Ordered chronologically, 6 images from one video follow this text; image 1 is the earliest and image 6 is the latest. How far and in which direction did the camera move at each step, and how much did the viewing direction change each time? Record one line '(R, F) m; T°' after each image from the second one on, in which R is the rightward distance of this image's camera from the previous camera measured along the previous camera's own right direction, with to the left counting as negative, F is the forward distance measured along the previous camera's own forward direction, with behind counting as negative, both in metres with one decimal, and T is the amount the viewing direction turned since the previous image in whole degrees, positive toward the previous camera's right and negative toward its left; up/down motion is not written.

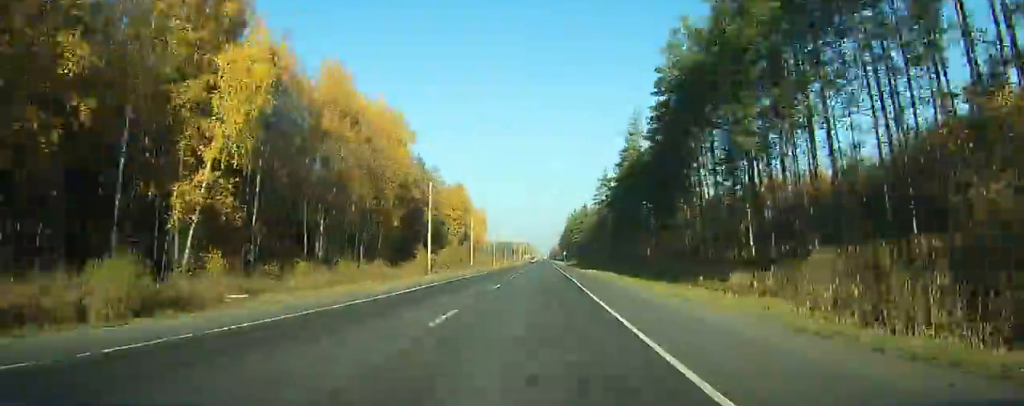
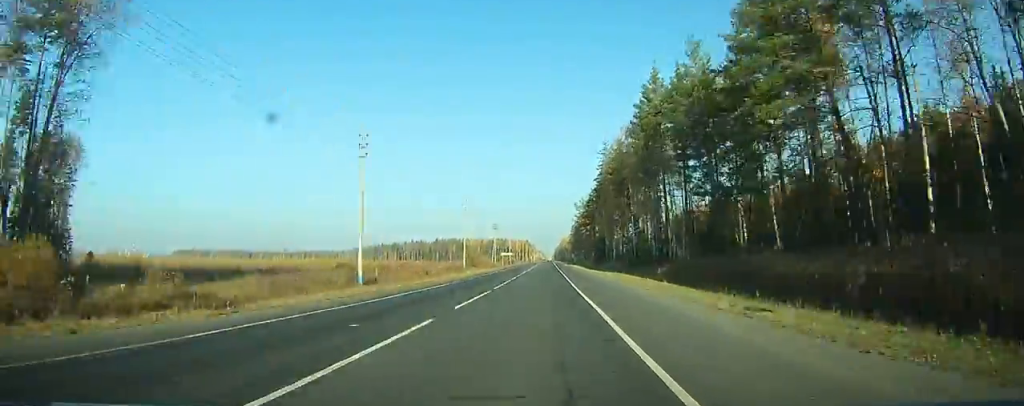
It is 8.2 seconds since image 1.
(-0.8, +196.2) m; 0°
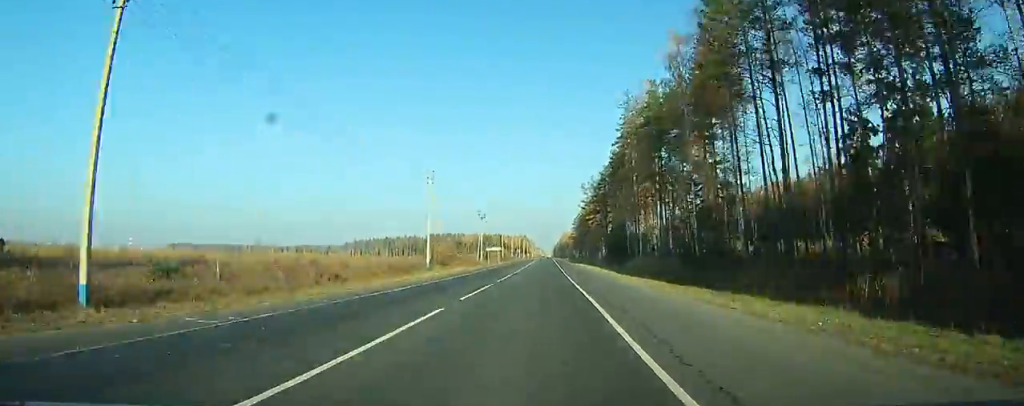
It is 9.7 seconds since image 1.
(0.0, +34.2) m; 0°
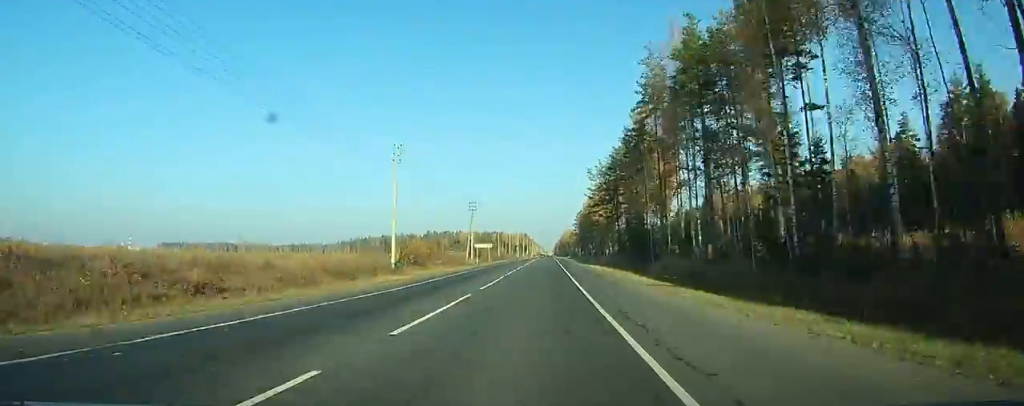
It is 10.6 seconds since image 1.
(-0.1, +18.8) m; 0°
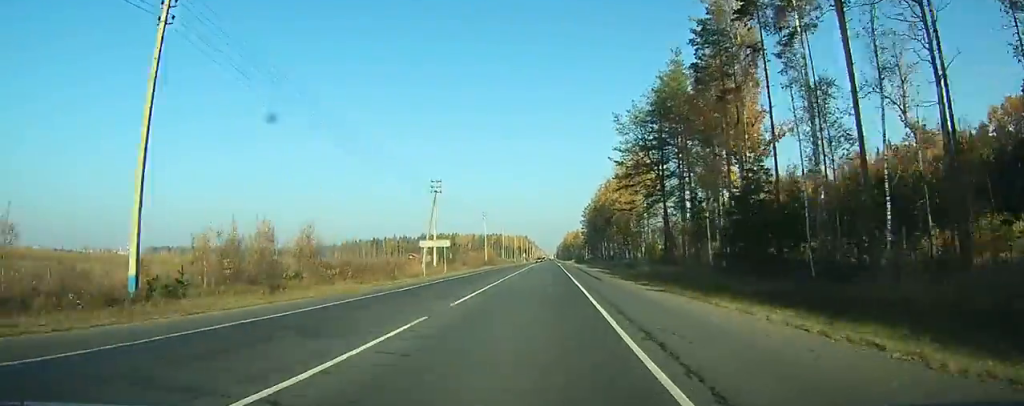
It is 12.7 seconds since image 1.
(+0.2, +41.3) m; 0°
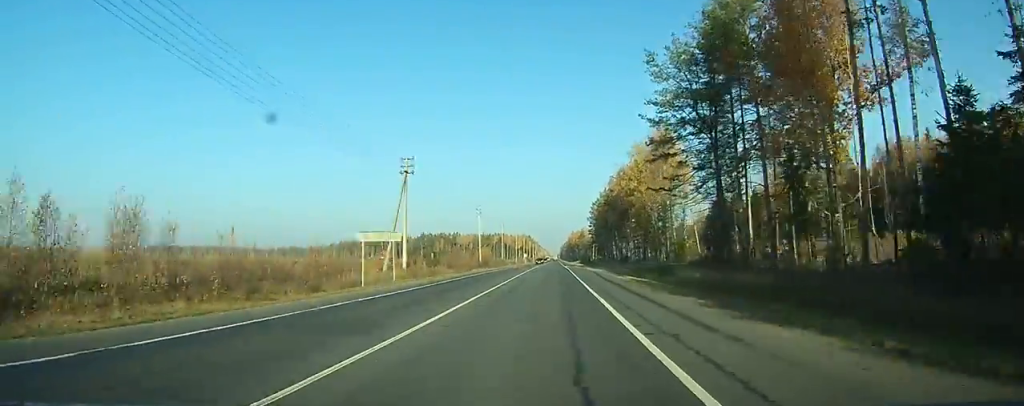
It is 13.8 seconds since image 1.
(0.0, +20.1) m; 0°
